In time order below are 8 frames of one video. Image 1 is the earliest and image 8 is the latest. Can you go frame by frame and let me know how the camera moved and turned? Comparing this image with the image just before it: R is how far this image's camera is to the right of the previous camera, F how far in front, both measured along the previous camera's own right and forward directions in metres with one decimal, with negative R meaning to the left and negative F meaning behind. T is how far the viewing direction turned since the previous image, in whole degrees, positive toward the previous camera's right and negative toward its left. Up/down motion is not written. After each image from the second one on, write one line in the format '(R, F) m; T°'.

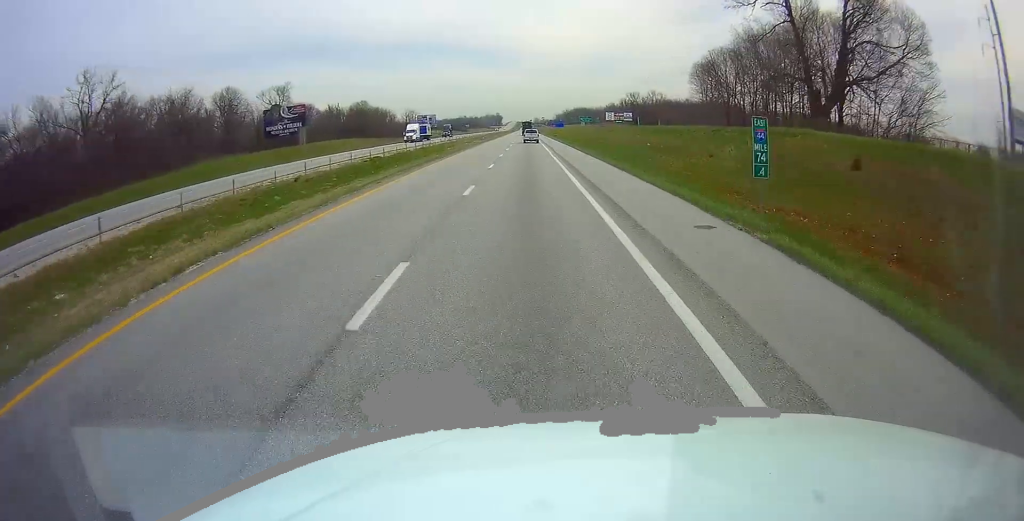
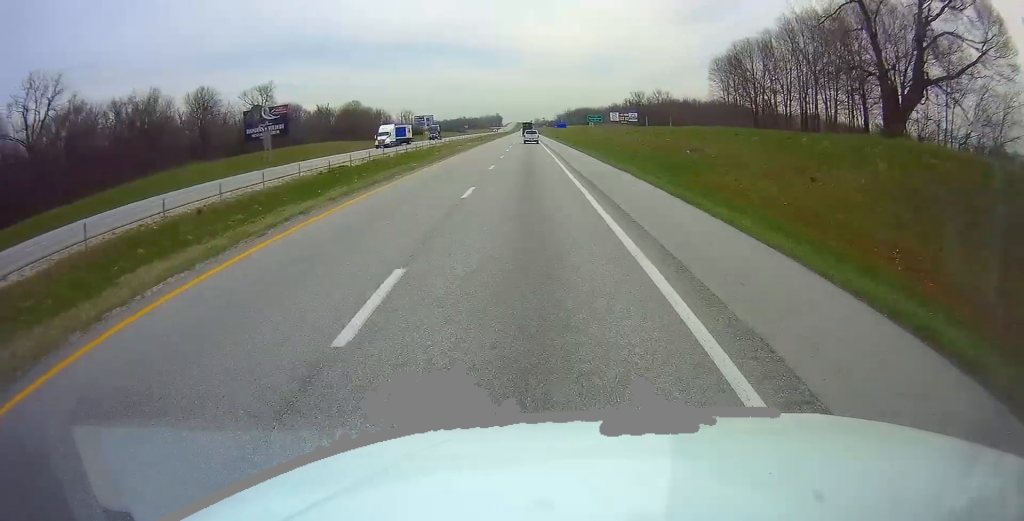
(+0.2, +12.7) m; 0°
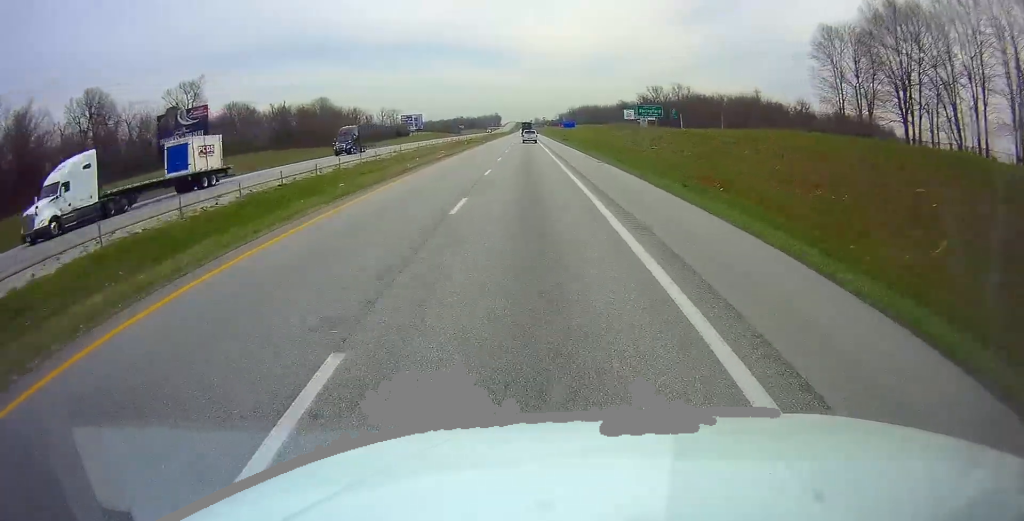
(-0.4, +40.5) m; -1°
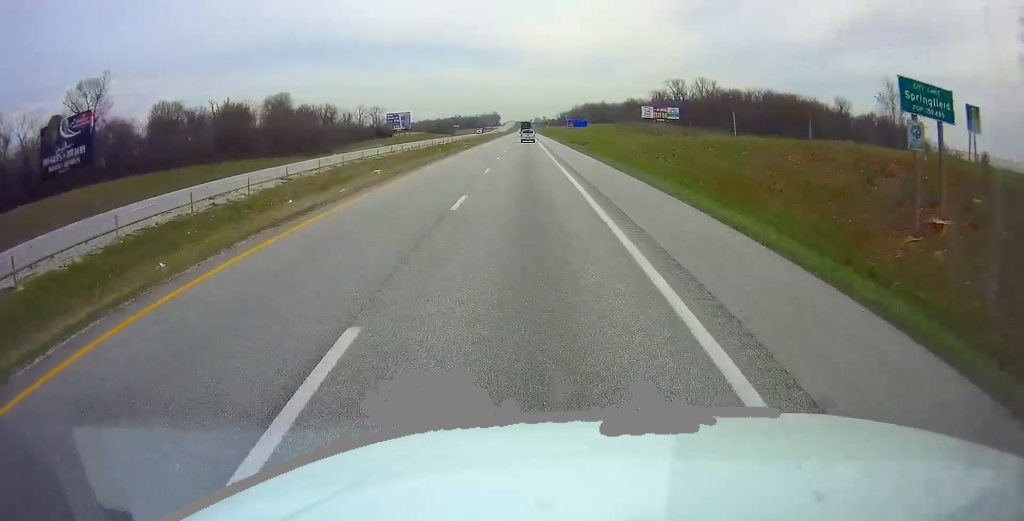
(+0.1, +37.0) m; +1°
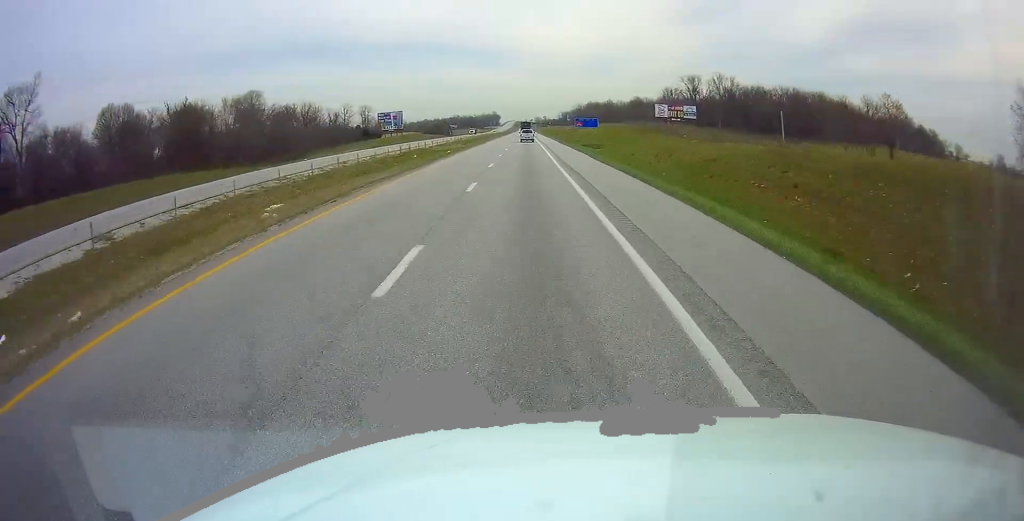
(+0.2, +21.2) m; 0°
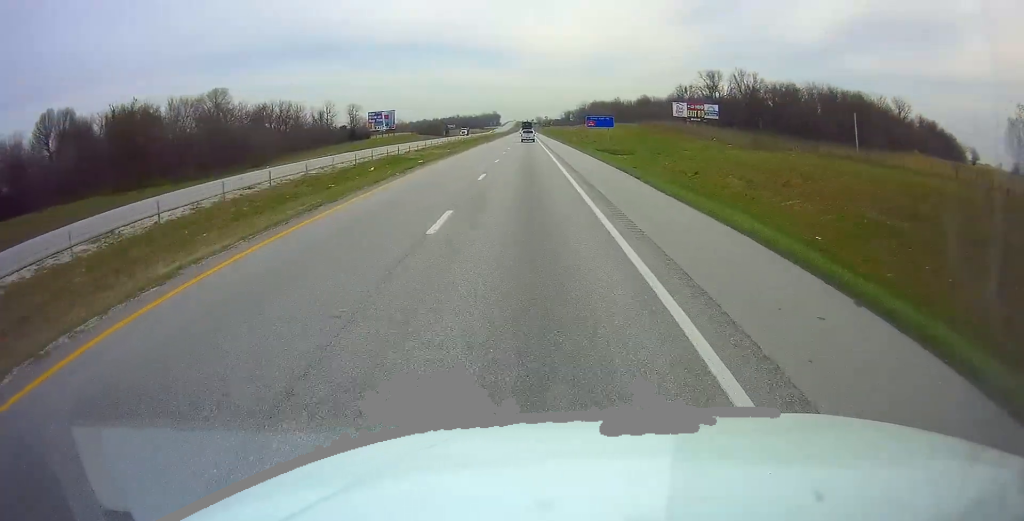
(-0.1, +21.7) m; 0°
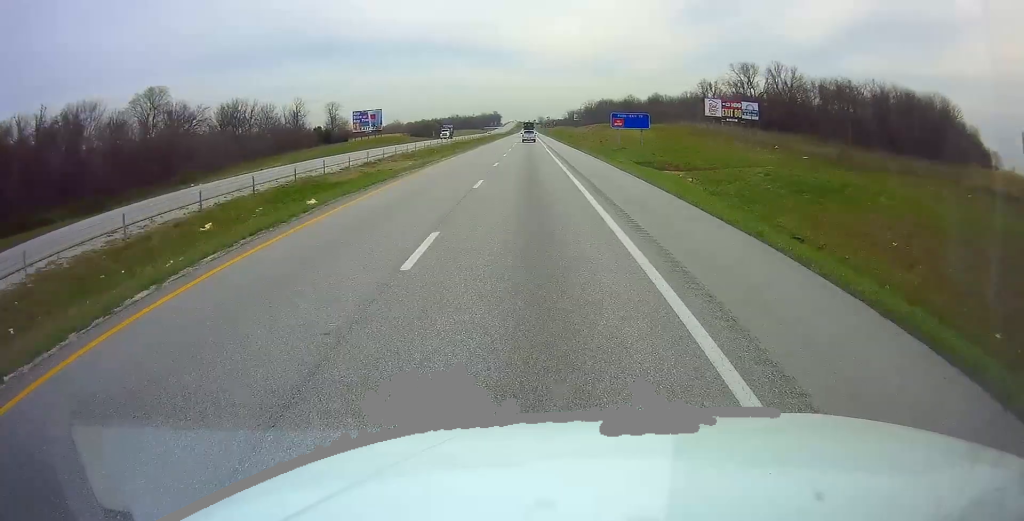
(-0.2, +28.6) m; 0°
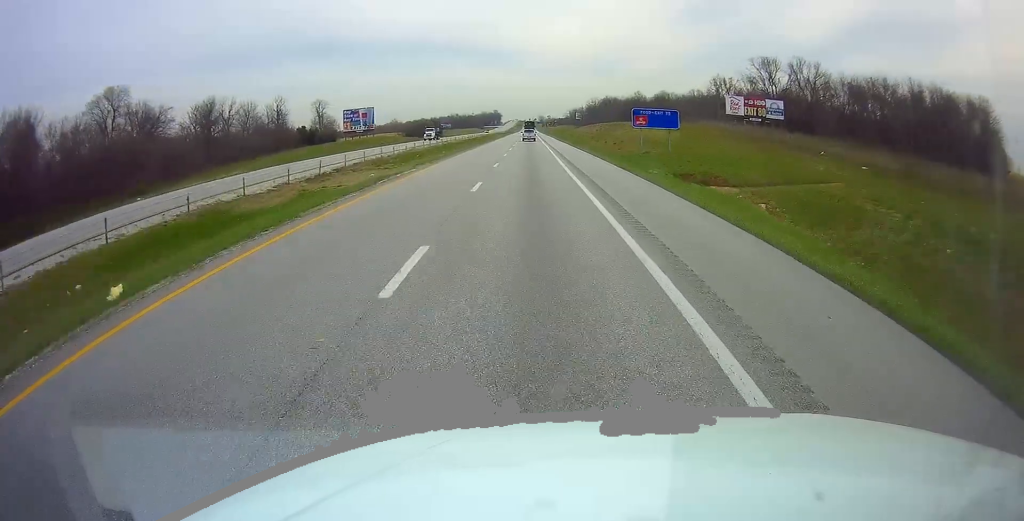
(0.0, +12.6) m; 0°
